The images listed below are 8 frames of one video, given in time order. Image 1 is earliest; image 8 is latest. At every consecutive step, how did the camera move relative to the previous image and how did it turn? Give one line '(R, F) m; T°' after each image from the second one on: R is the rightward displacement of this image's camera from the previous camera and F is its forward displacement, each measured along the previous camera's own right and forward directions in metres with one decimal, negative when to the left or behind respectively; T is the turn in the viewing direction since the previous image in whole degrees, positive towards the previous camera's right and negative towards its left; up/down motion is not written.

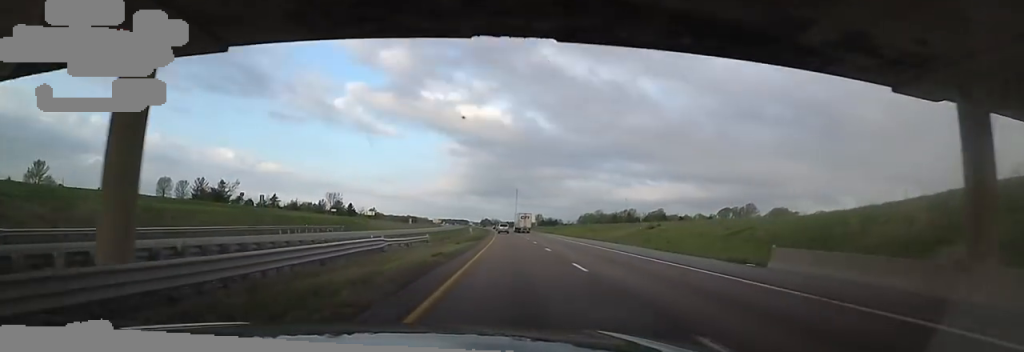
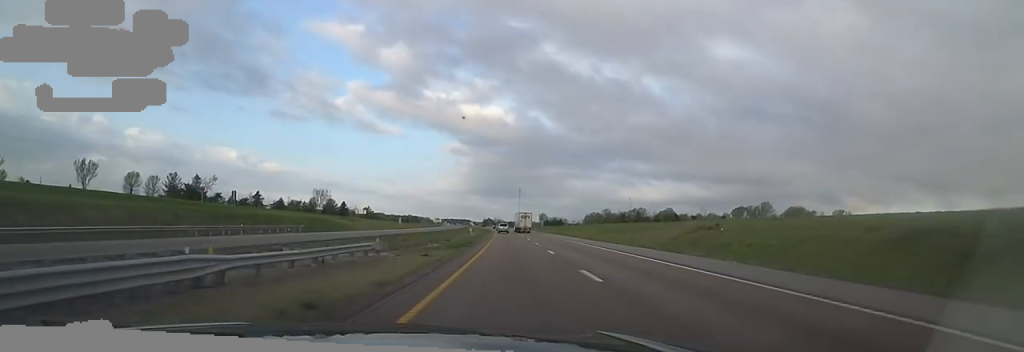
(-0.2, +15.2) m; +1°
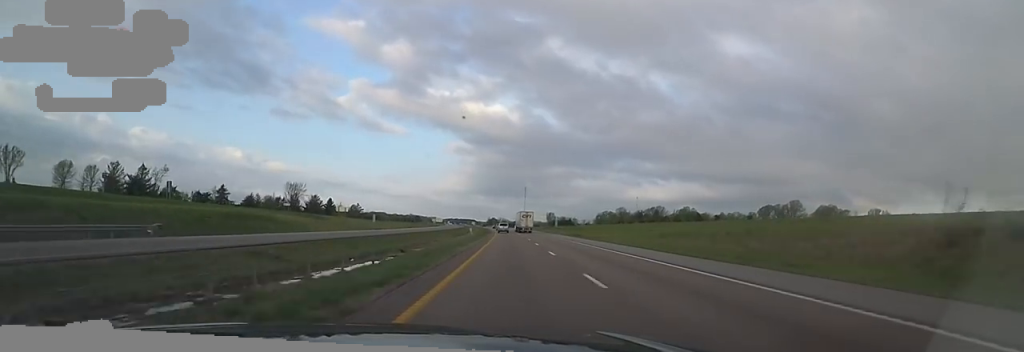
(+1.1, +25.6) m; 0°
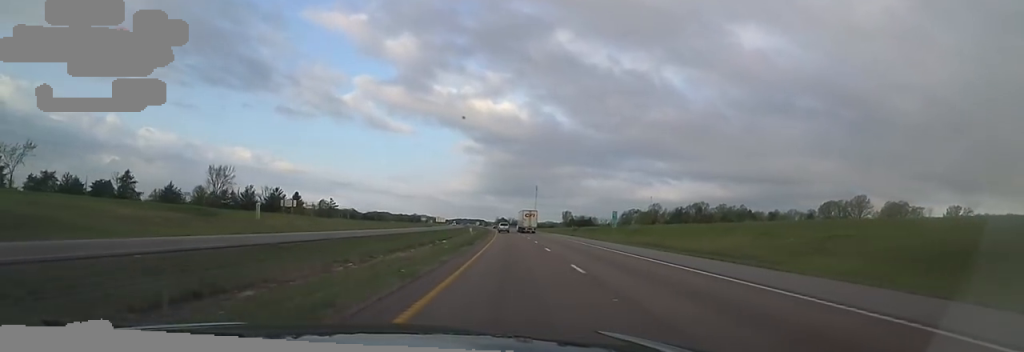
(-1.7, +45.3) m; -5°
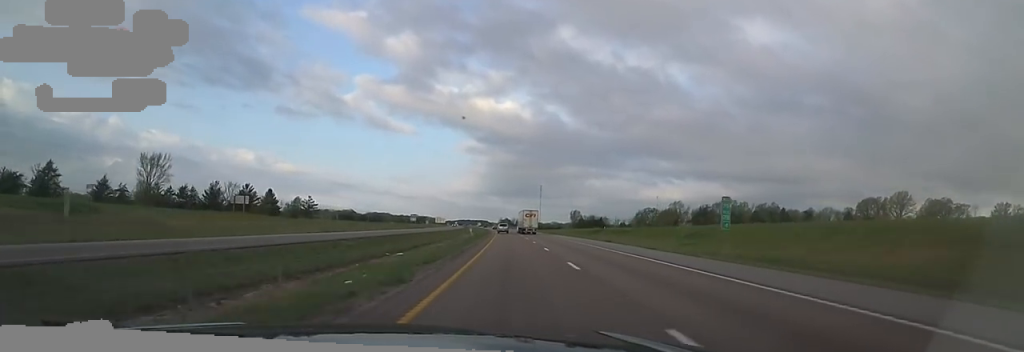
(-1.0, +23.2) m; 0°
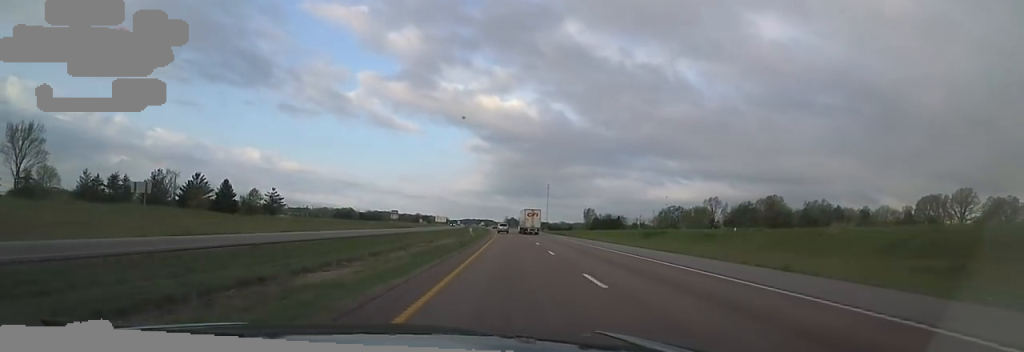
(+0.3, +28.9) m; +2°
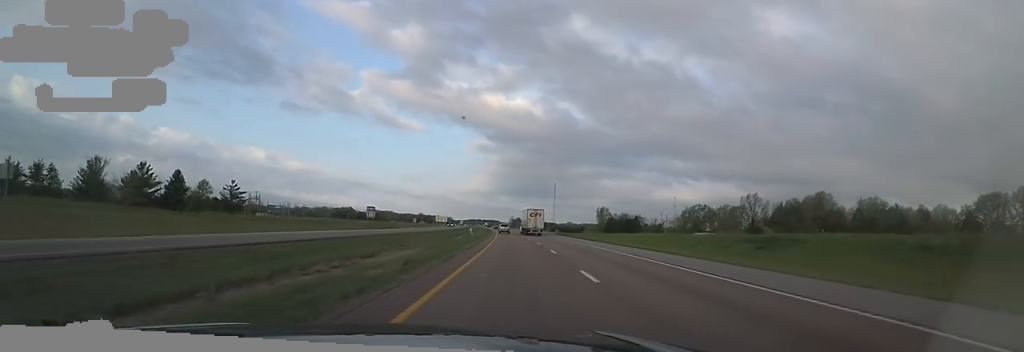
(+0.4, +24.2) m; 0°
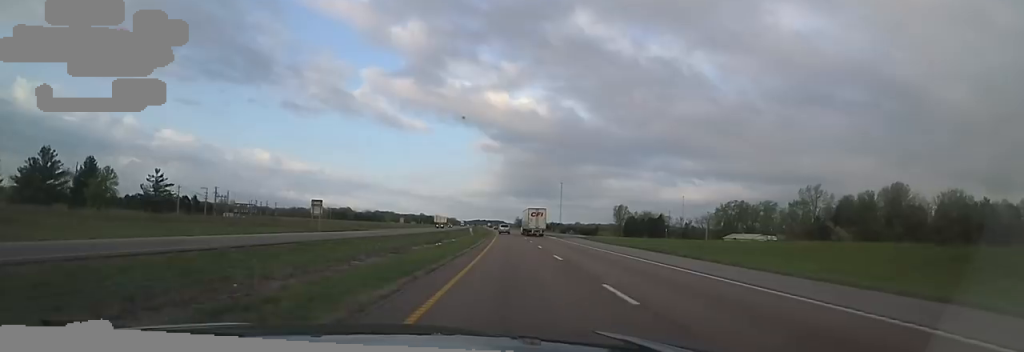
(+0.4, +27.7) m; -2°
